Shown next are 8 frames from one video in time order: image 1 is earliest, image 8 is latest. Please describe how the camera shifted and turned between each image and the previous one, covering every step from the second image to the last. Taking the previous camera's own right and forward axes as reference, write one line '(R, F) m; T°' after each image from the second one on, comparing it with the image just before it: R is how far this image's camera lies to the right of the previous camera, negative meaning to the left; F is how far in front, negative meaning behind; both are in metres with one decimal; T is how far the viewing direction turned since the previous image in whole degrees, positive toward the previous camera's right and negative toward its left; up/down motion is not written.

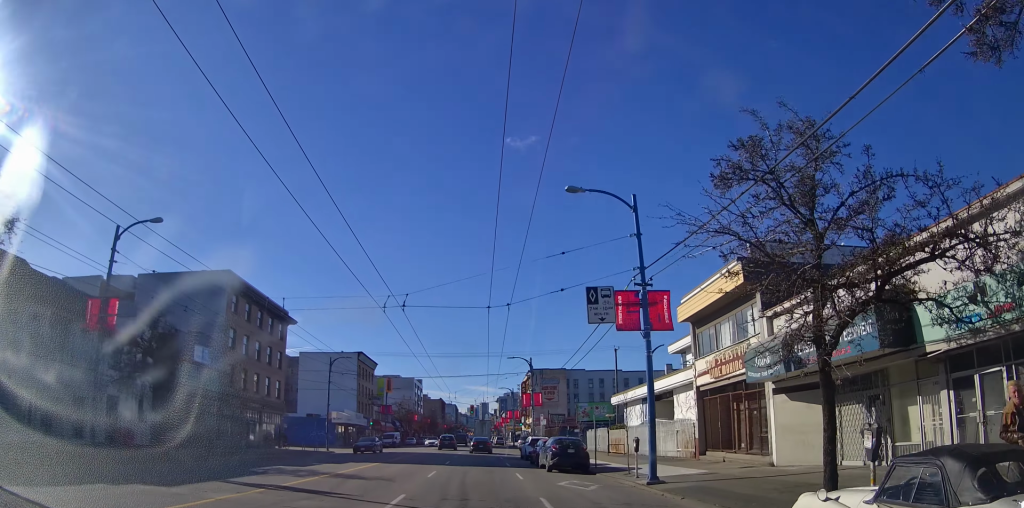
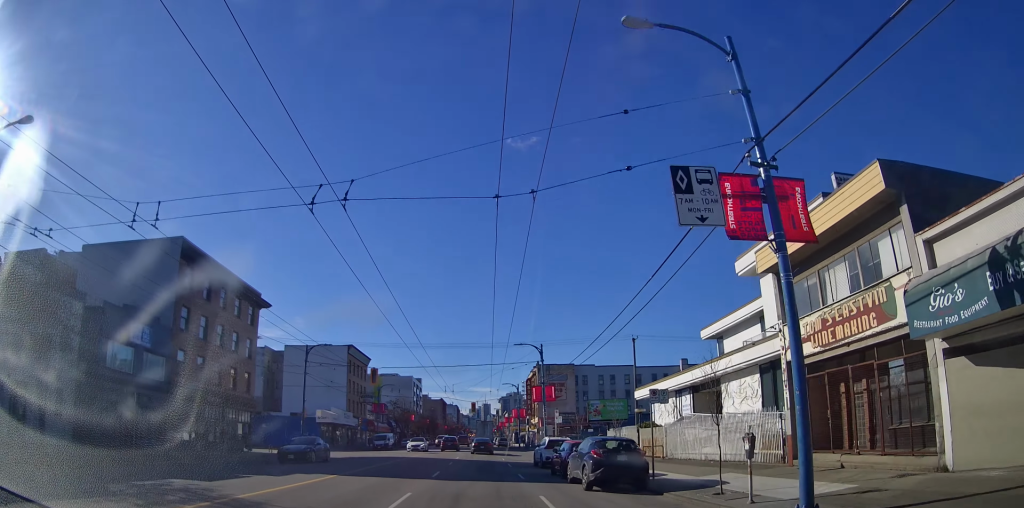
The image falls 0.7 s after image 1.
(0.0, +8.7) m; +2°
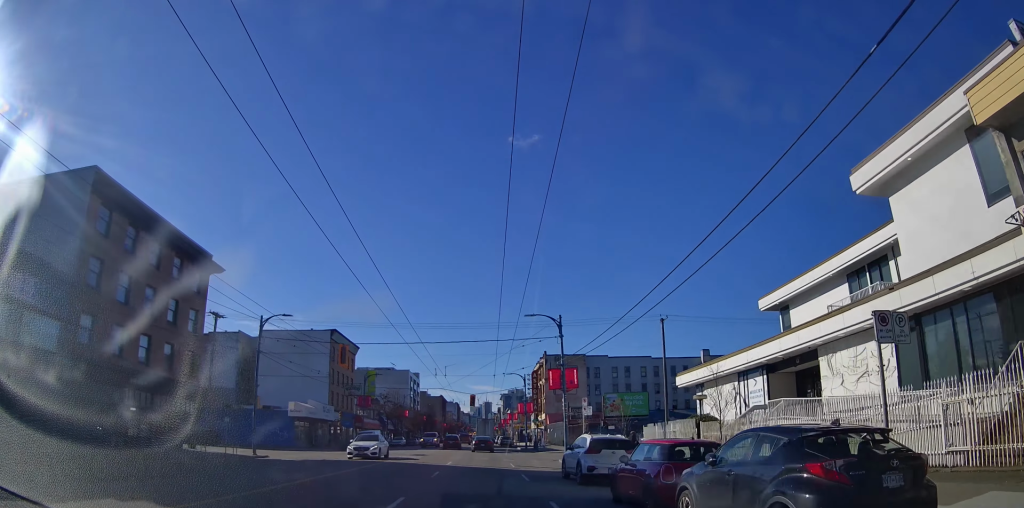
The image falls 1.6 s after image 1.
(+0.3, +10.8) m; +1°
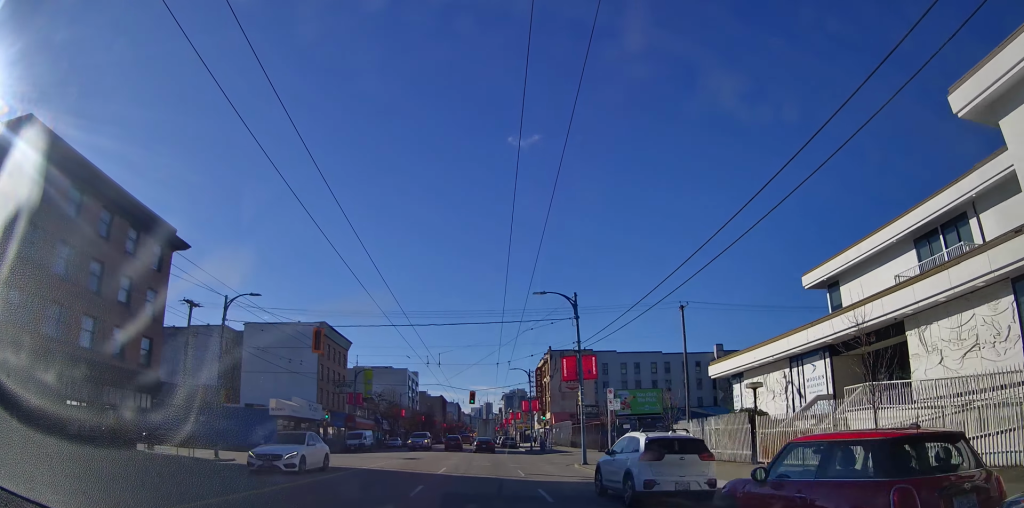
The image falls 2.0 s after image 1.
(+0.2, +5.8) m; 0°
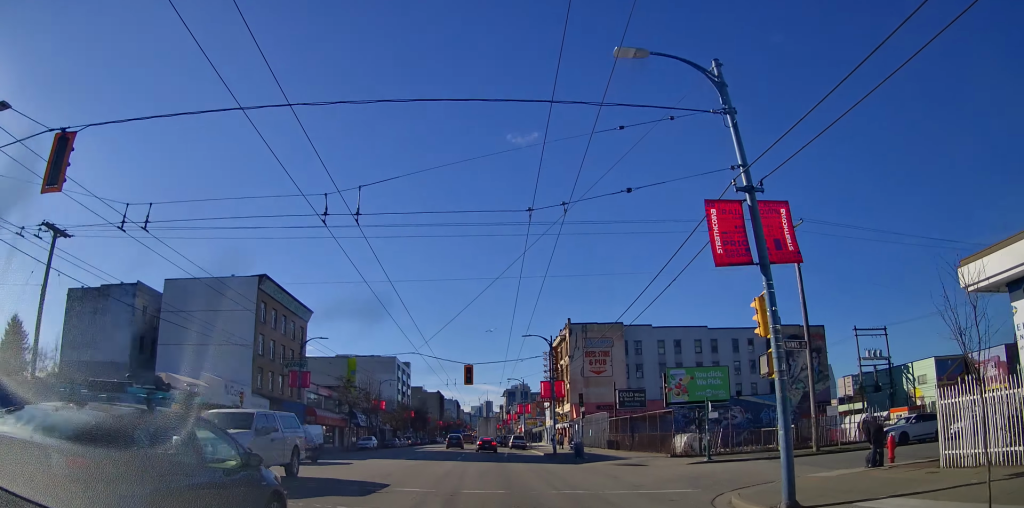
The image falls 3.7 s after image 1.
(-0.9, +20.6) m; -2°
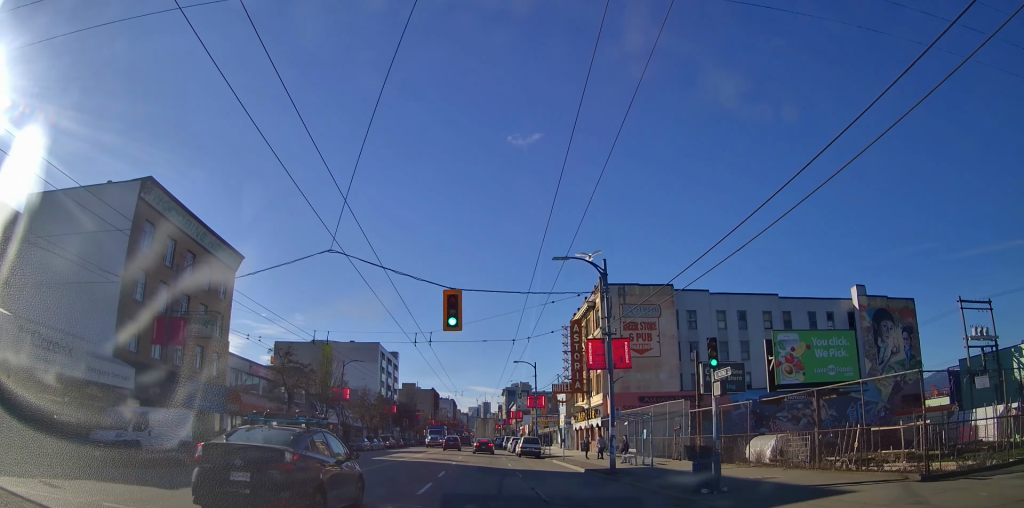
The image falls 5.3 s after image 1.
(0.0, +21.0) m; 0°
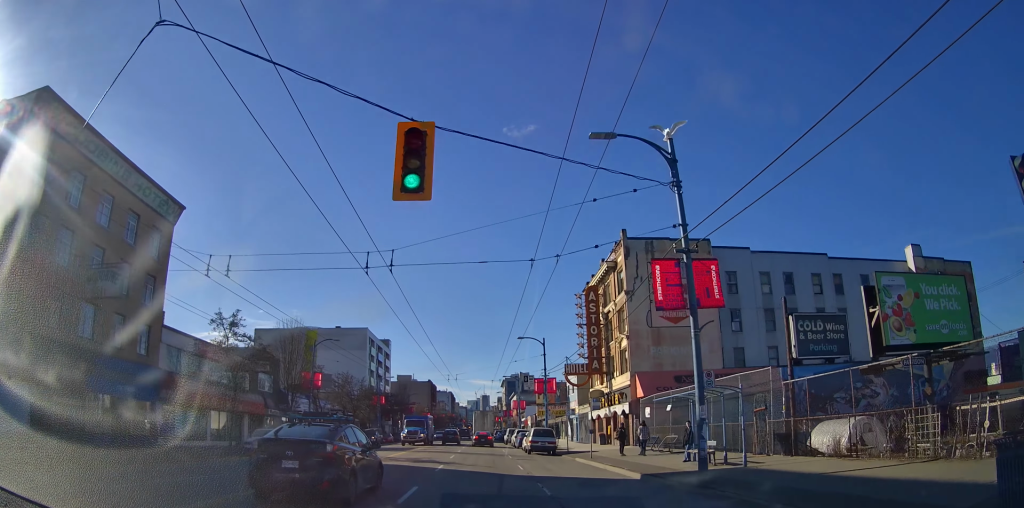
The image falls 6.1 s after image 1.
(0.0, +10.2) m; 0°
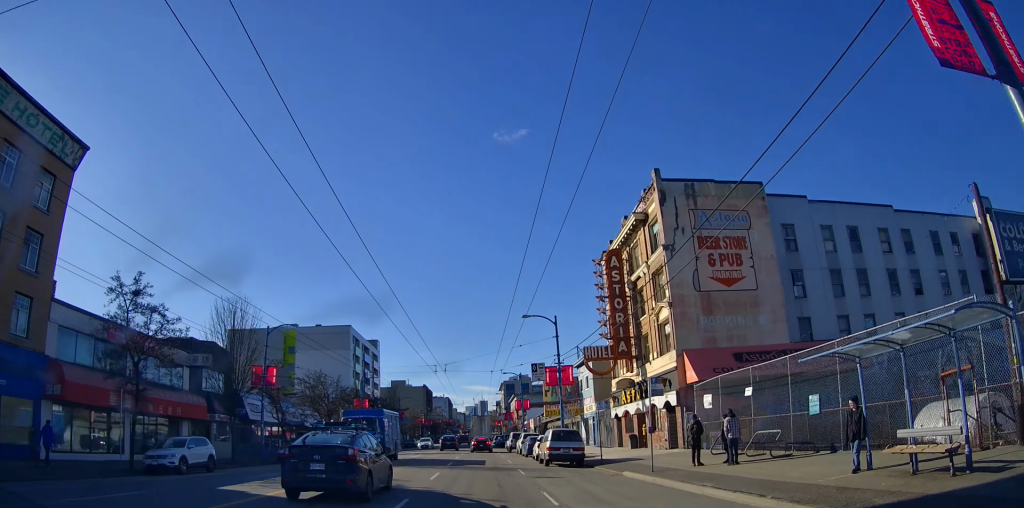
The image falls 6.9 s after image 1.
(0.0, +10.8) m; 0°
